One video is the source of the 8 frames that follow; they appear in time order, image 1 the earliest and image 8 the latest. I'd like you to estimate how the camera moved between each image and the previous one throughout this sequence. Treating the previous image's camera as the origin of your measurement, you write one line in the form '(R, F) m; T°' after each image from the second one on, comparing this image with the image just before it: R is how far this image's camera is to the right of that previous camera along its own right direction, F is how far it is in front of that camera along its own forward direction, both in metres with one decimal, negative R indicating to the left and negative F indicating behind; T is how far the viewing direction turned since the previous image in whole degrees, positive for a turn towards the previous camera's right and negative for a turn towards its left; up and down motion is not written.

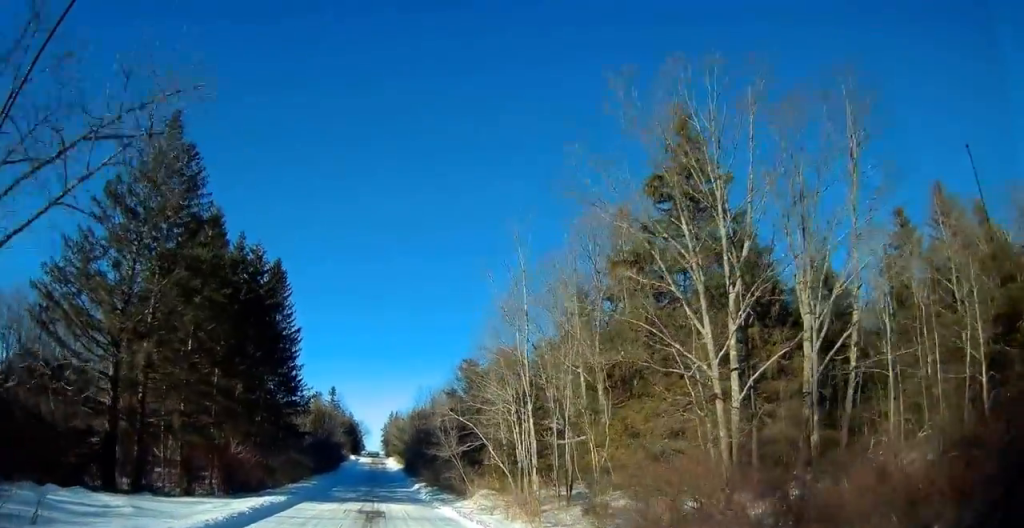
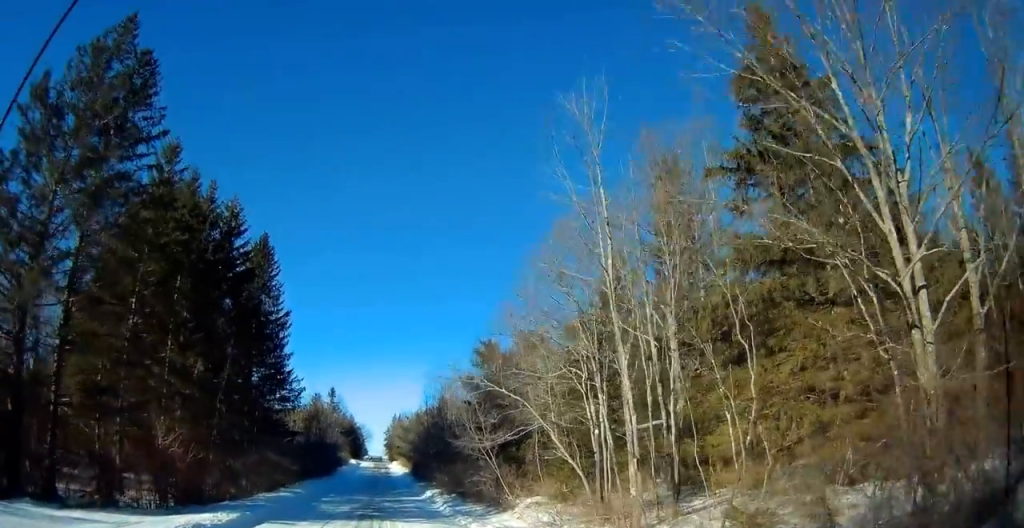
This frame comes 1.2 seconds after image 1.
(0.0, +10.4) m; 0°
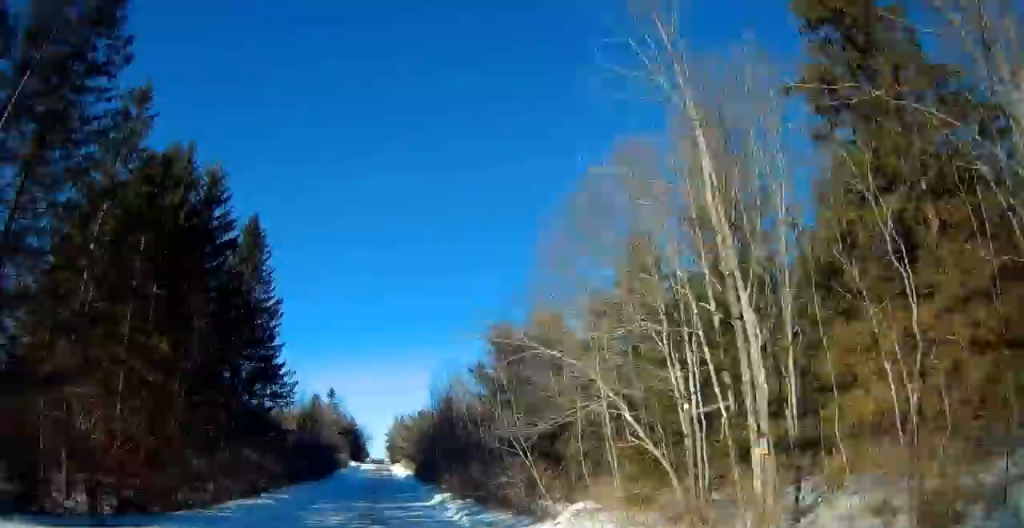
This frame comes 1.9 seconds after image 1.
(-0.1, +5.9) m; +1°
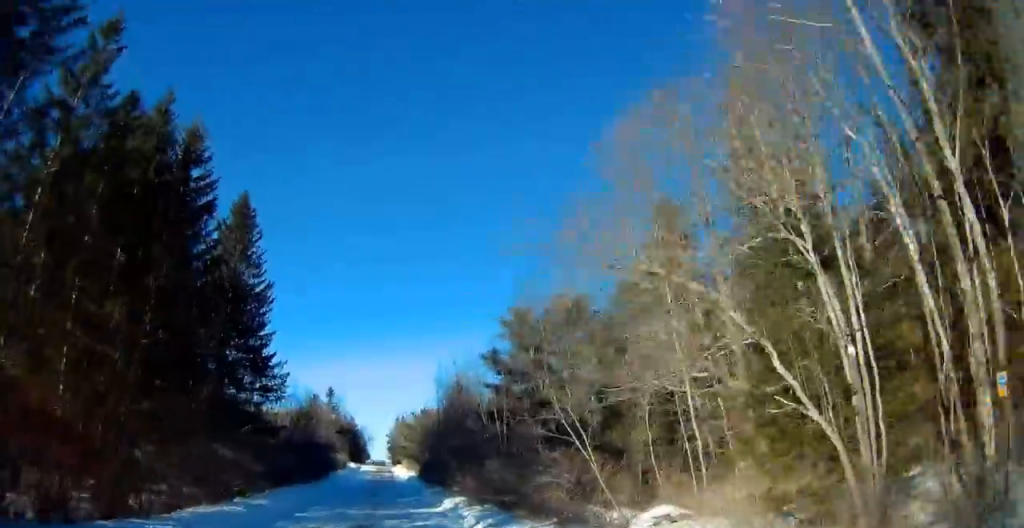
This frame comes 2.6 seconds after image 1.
(+0.2, +5.5) m; 0°
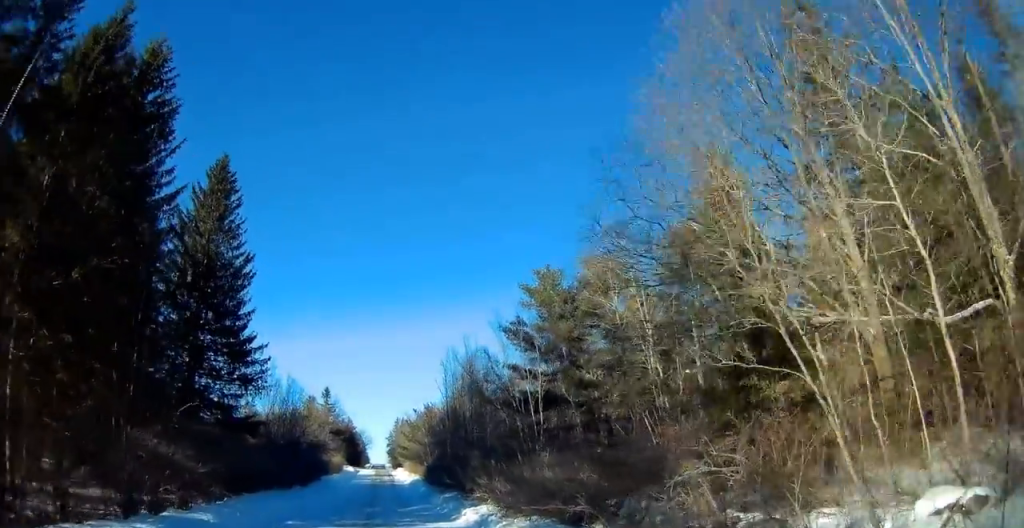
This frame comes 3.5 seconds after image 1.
(0.0, +8.0) m; -1°
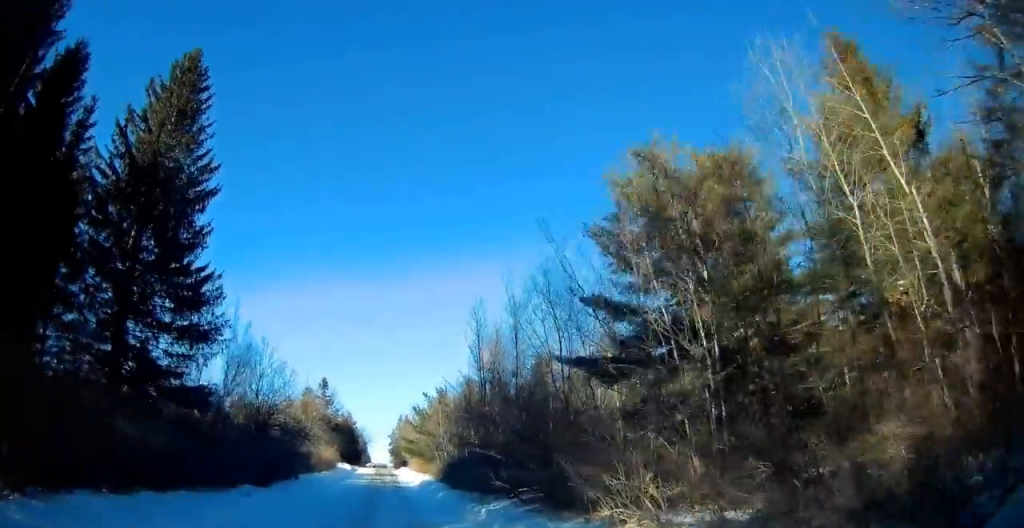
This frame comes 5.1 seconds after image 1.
(-0.2, +13.4) m; 0°
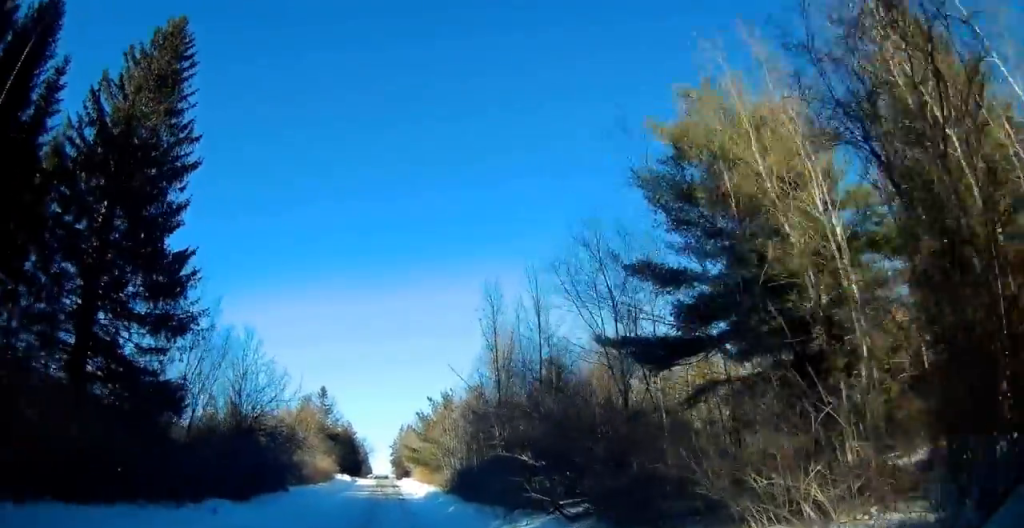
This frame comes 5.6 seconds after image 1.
(0.0, +4.3) m; 0°
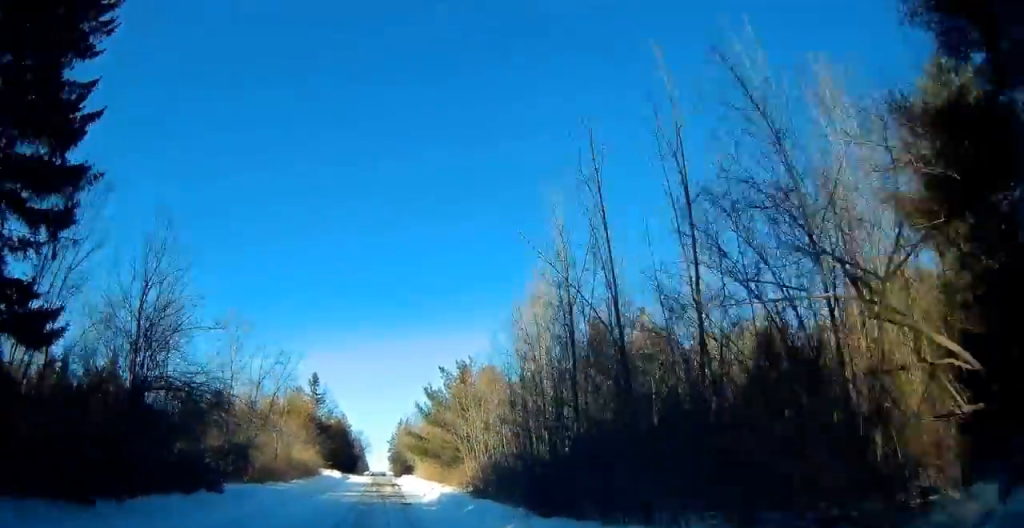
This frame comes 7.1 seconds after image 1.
(0.0, +12.9) m; 0°
